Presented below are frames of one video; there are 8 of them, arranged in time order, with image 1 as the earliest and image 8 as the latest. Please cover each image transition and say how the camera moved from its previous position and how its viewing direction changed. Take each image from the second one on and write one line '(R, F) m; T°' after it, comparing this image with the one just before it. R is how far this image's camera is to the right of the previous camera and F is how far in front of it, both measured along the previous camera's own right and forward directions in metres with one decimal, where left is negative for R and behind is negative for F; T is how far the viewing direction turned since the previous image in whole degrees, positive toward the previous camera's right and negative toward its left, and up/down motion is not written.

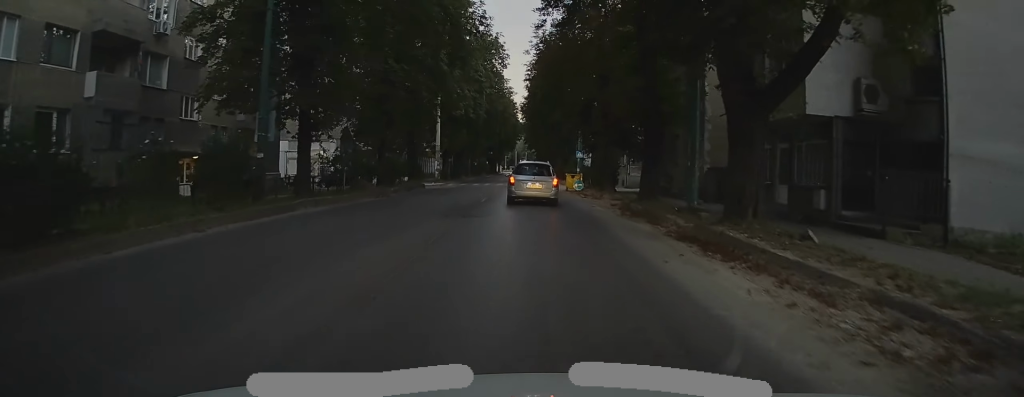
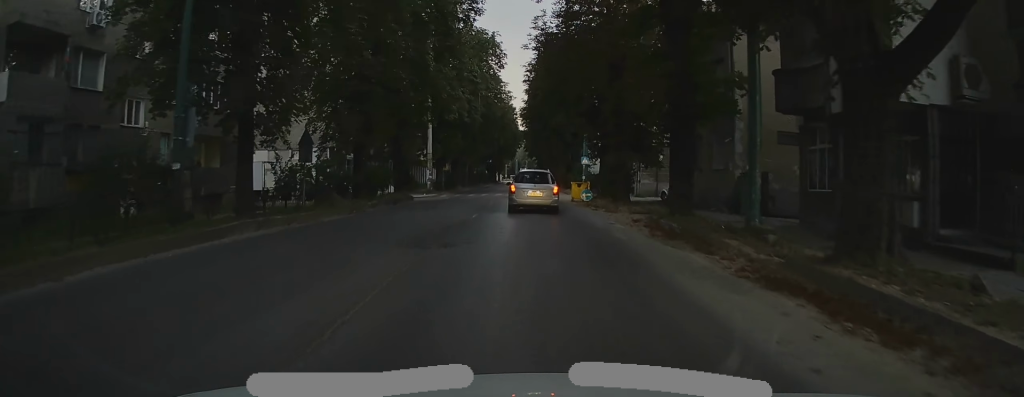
(-0.1, +4.8) m; 0°
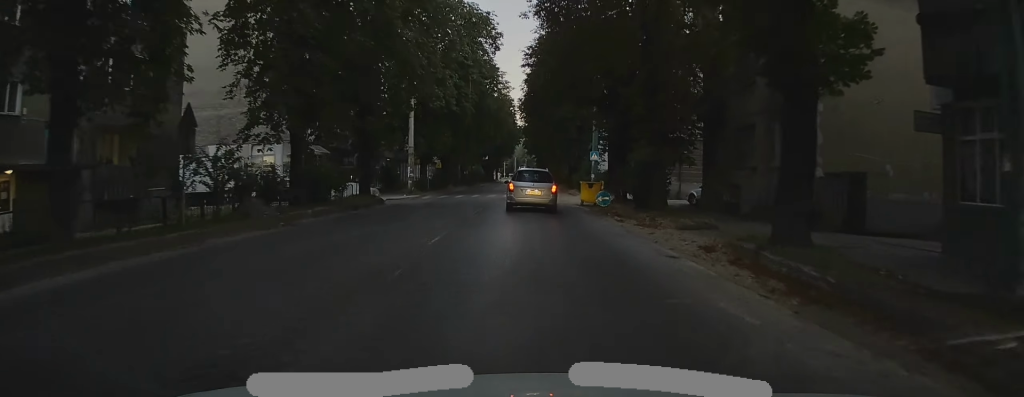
(0.0, +7.7) m; -1°
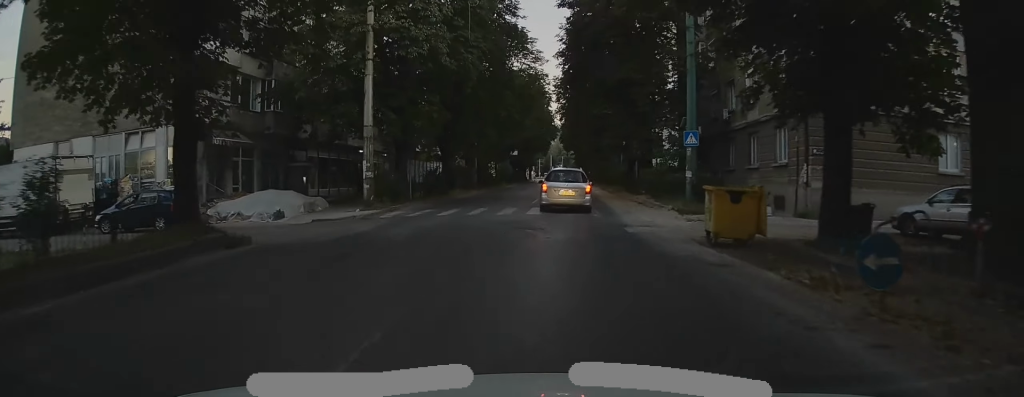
(-0.1, +18.7) m; 0°
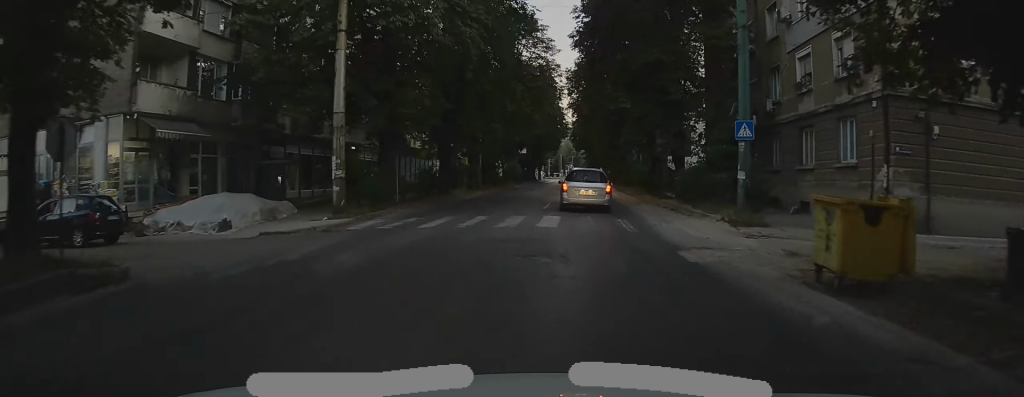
(0.0, +5.1) m; 0°
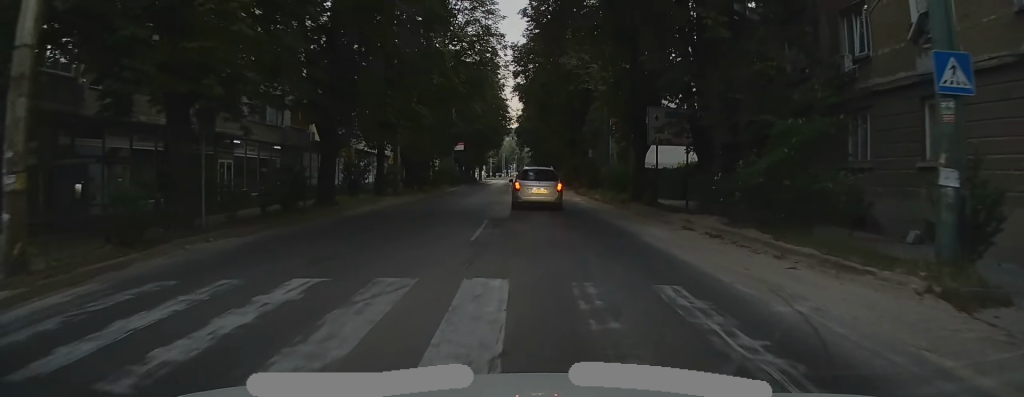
(0.0, +12.0) m; 0°
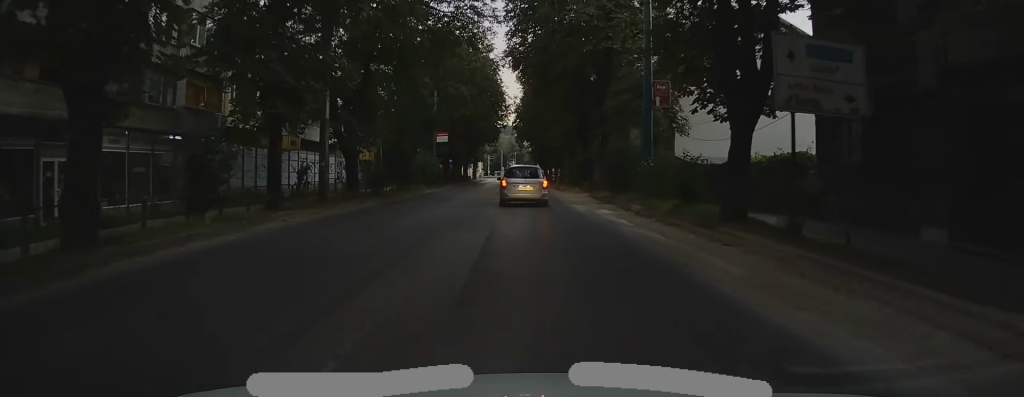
(+0.2, +13.5) m; -1°
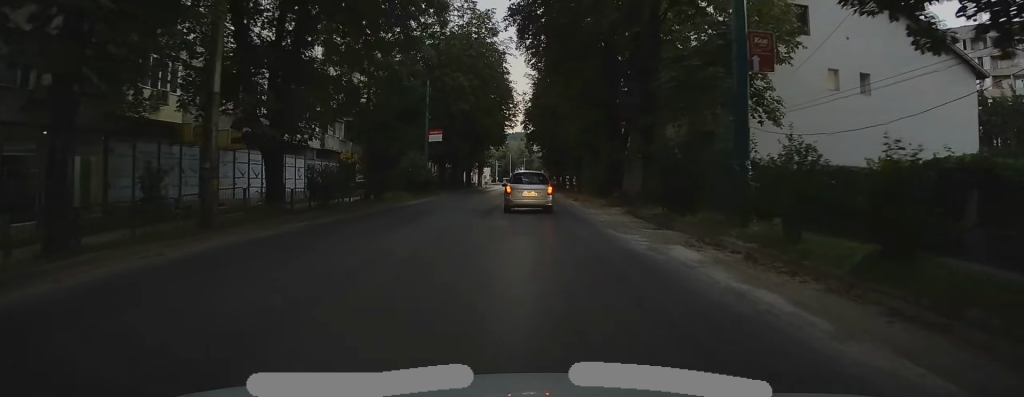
(-0.4, +10.0) m; -1°
